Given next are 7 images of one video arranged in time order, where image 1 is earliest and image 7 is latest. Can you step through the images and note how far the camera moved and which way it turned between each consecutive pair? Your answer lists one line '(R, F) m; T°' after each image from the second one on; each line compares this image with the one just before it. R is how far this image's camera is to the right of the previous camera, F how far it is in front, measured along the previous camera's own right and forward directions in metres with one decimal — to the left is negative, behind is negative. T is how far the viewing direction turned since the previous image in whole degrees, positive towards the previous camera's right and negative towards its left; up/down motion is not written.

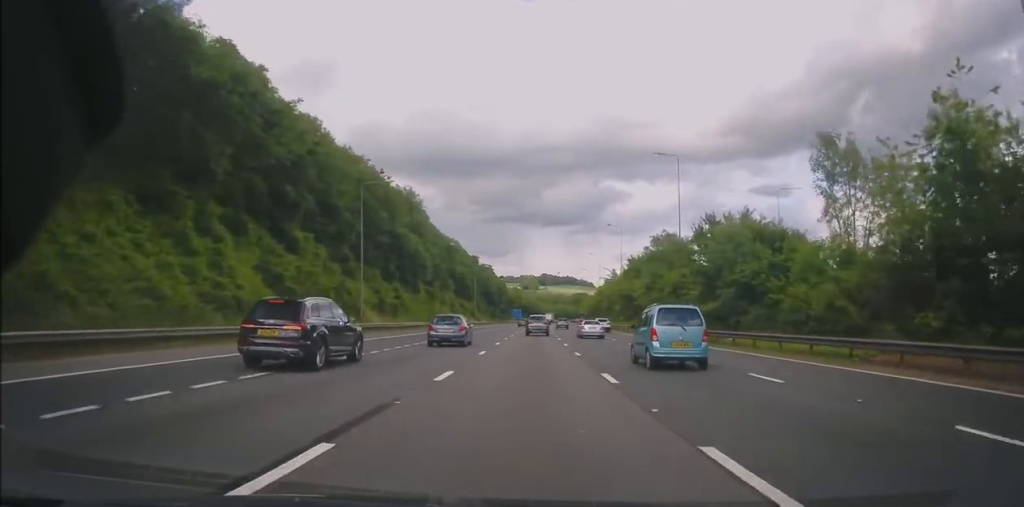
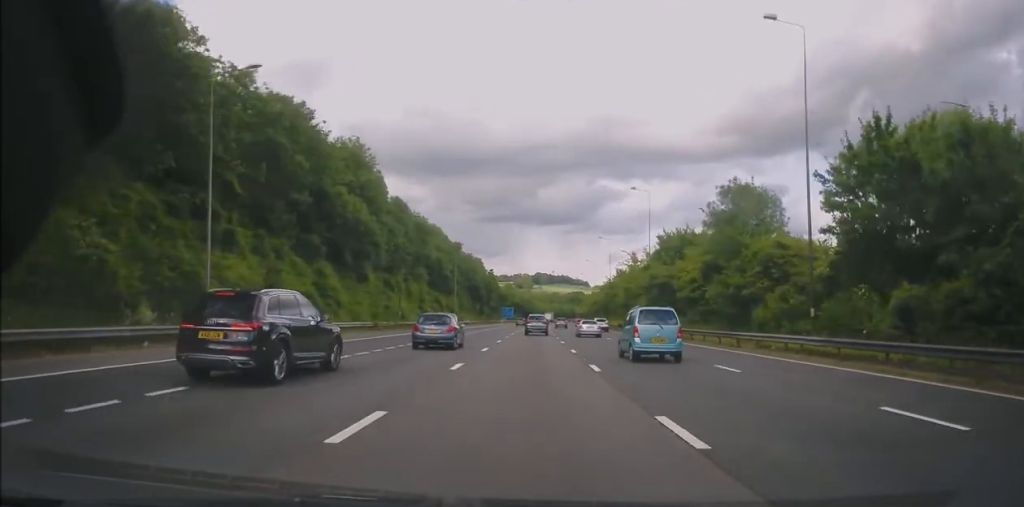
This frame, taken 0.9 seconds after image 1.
(+0.4, +25.0) m; +1°
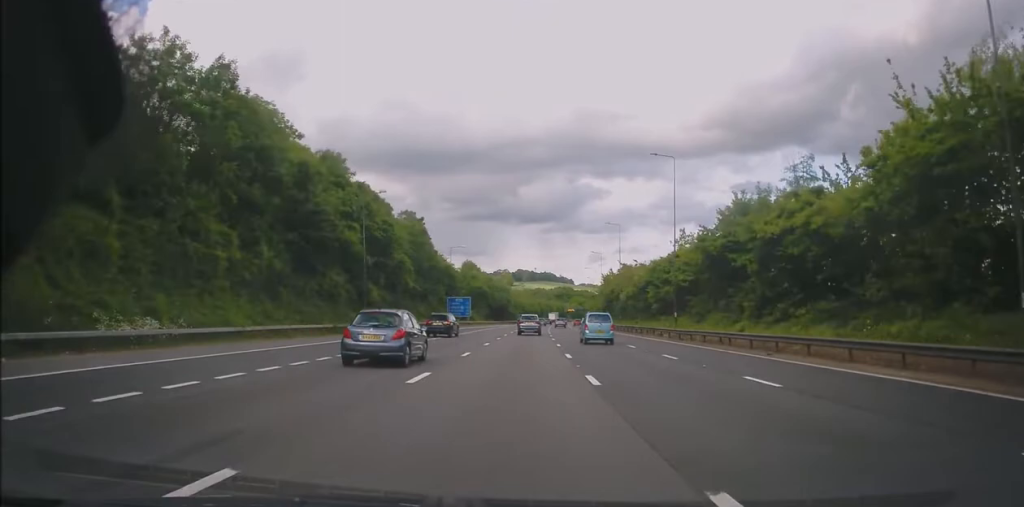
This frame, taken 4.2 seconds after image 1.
(+1.9, +92.9) m; +2°
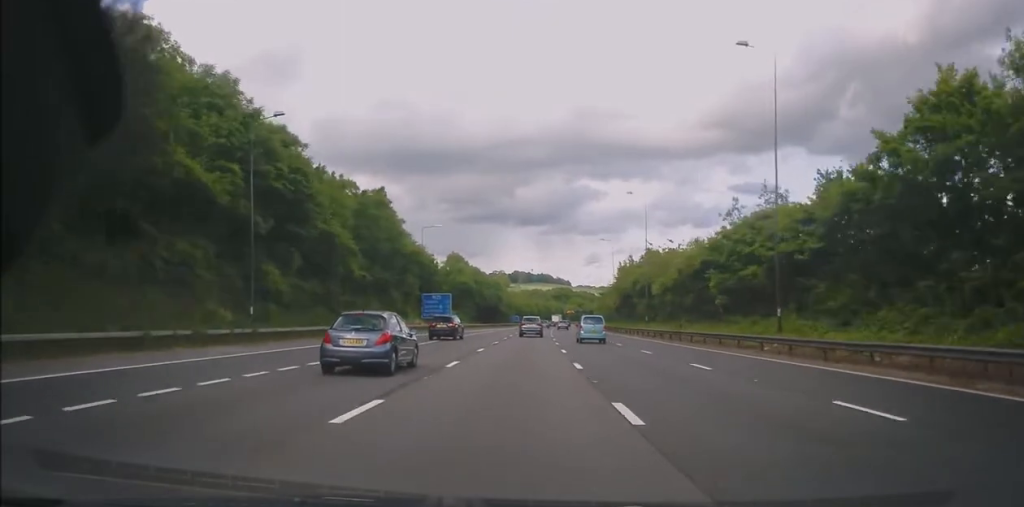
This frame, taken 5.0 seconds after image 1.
(-0.1, +22.0) m; +1°
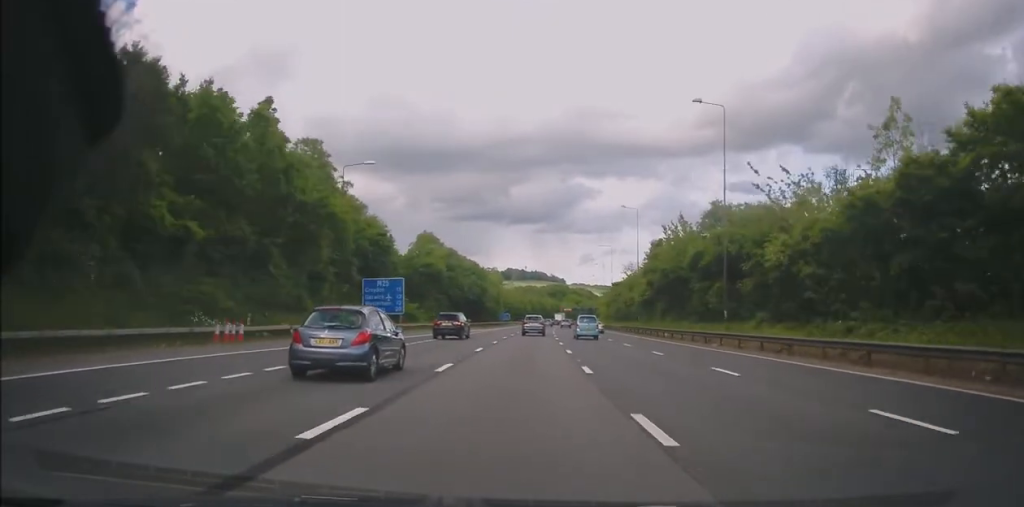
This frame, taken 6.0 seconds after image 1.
(+0.6, +27.6) m; +1°
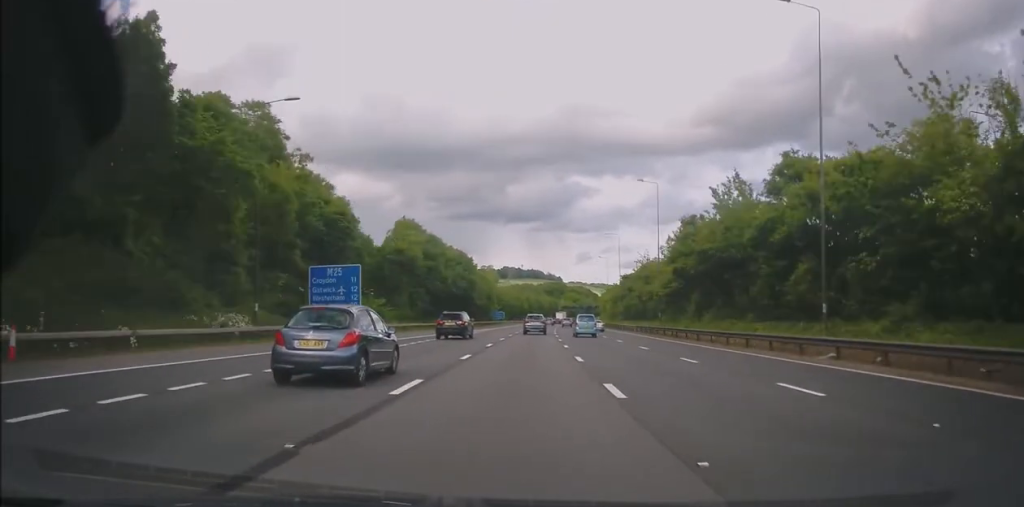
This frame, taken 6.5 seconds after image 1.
(-0.1, +13.8) m; 0°
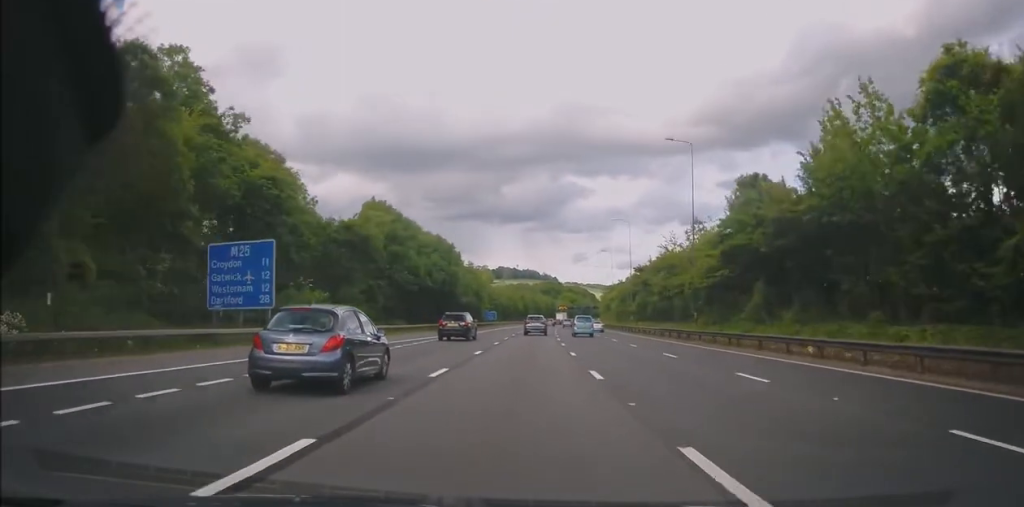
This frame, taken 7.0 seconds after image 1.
(0.0, +14.7) m; 0°
